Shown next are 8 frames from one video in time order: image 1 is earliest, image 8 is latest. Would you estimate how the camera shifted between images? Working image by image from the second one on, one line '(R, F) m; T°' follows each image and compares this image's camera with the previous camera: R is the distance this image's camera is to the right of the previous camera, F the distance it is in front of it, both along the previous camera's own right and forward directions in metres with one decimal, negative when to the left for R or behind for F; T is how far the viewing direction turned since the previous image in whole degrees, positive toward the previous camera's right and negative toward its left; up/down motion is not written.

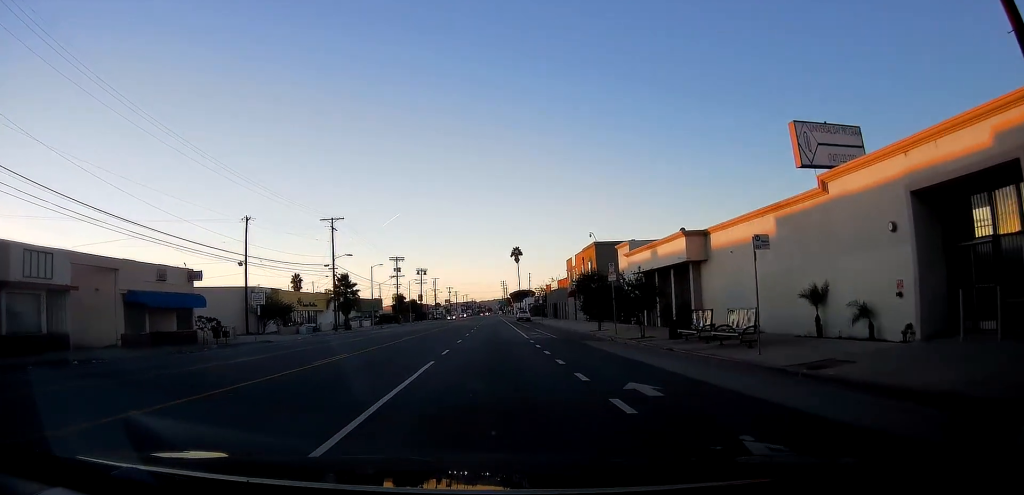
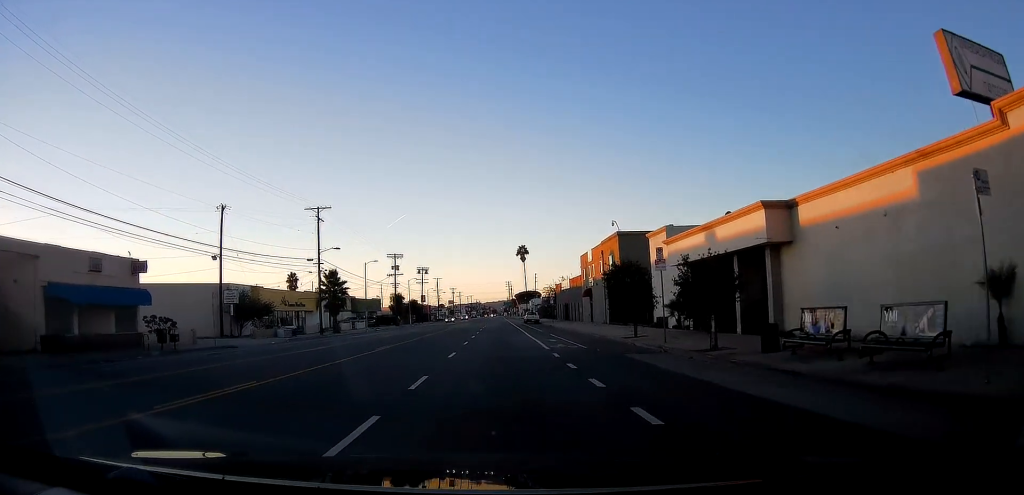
(0.0, +8.0) m; 0°
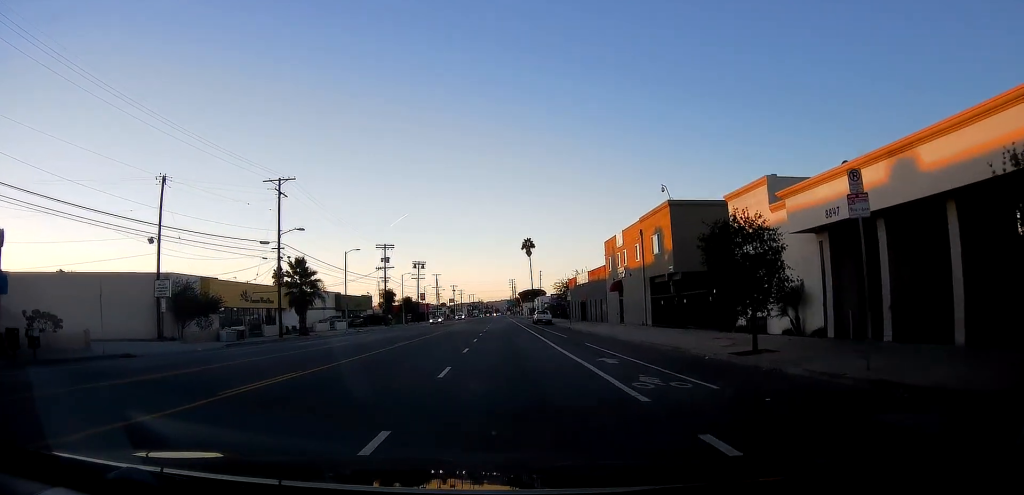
(0.0, +13.1) m; 0°
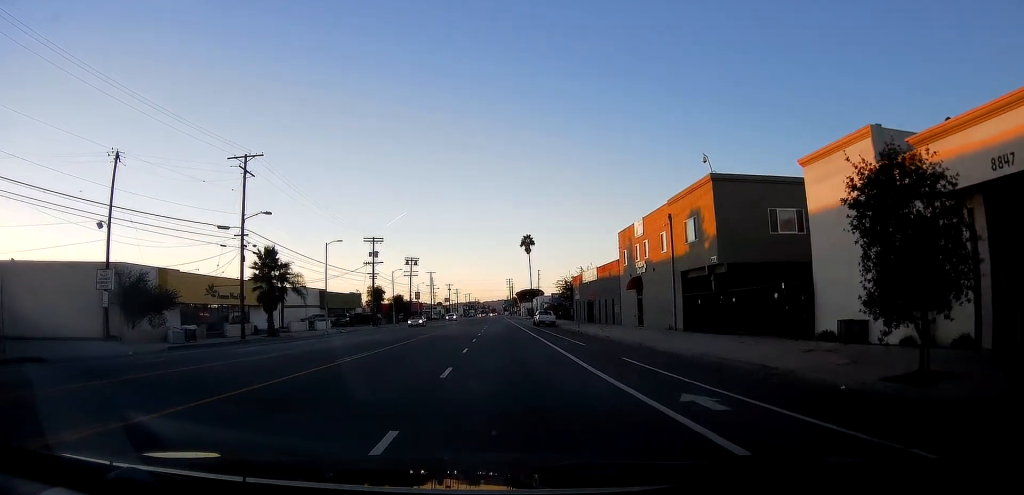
(0.0, +7.3) m; 0°
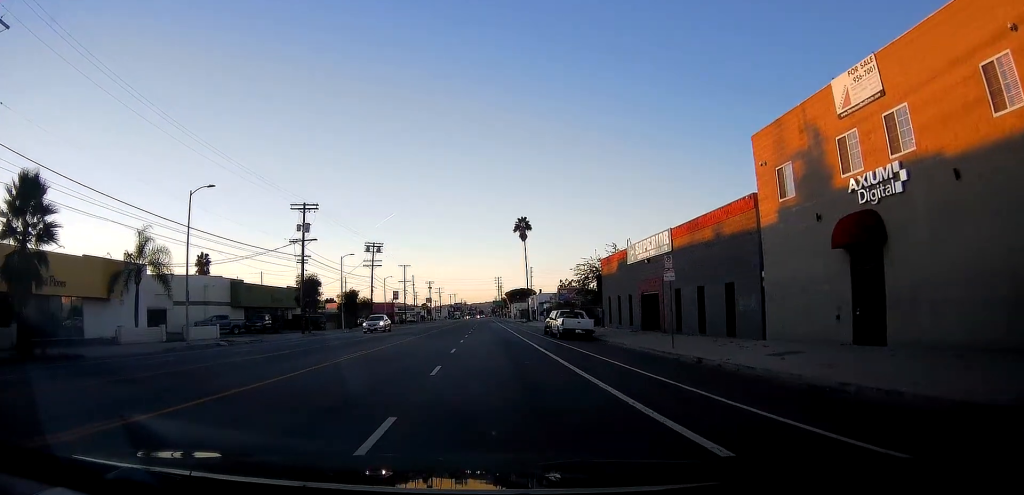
(0.0, +28.6) m; 0°
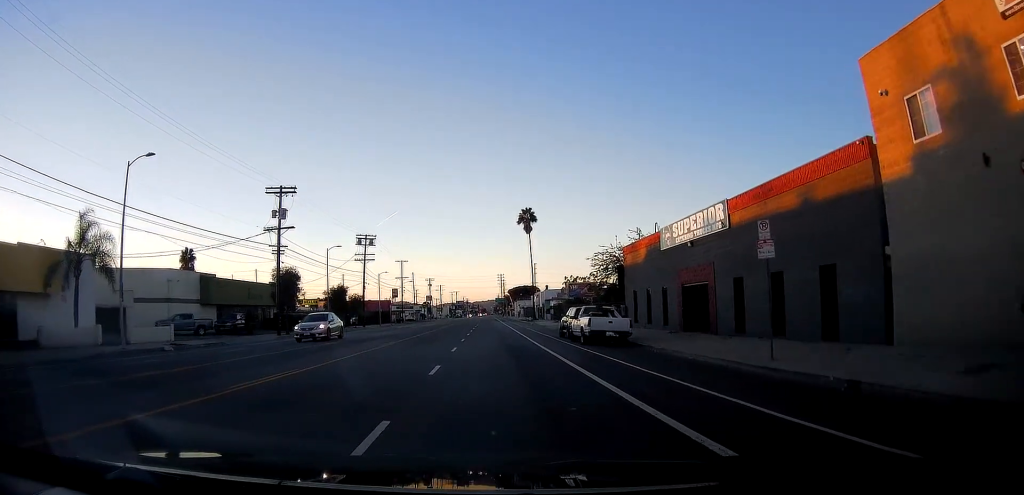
(0.0, +7.6) m; 0°
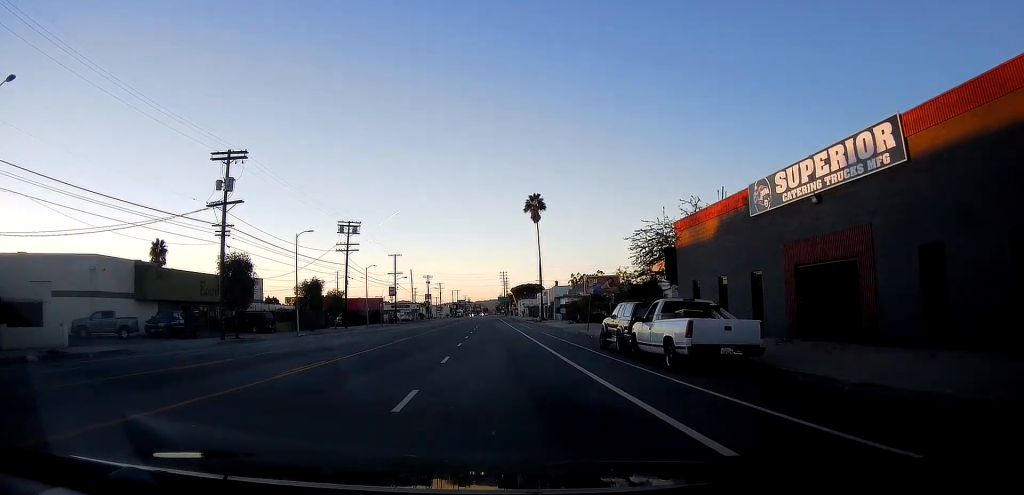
(0.0, +11.8) m; 0°
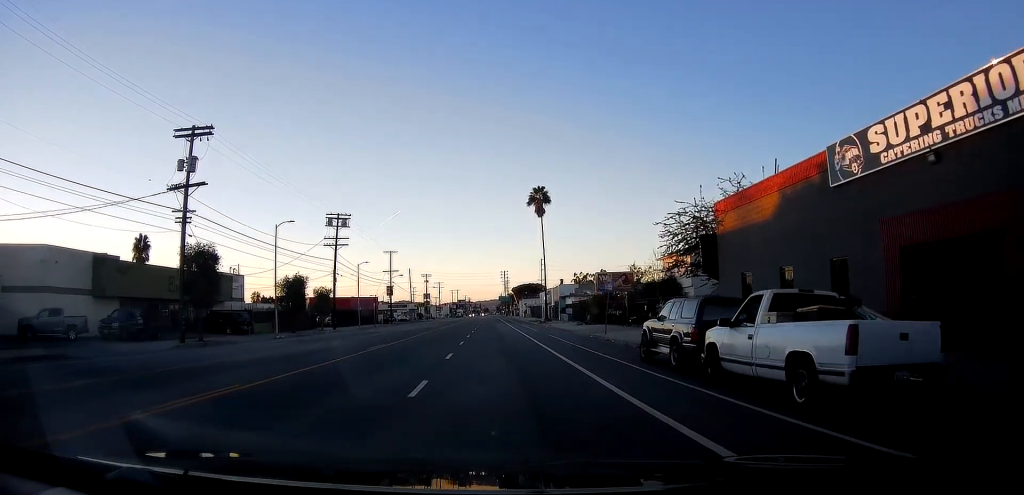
(0.0, +5.8) m; 0°
